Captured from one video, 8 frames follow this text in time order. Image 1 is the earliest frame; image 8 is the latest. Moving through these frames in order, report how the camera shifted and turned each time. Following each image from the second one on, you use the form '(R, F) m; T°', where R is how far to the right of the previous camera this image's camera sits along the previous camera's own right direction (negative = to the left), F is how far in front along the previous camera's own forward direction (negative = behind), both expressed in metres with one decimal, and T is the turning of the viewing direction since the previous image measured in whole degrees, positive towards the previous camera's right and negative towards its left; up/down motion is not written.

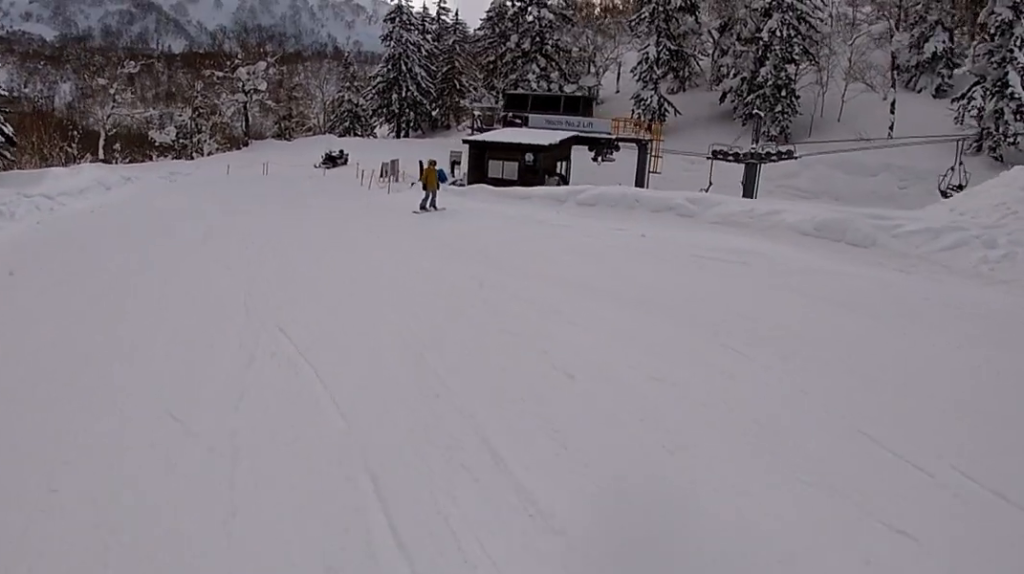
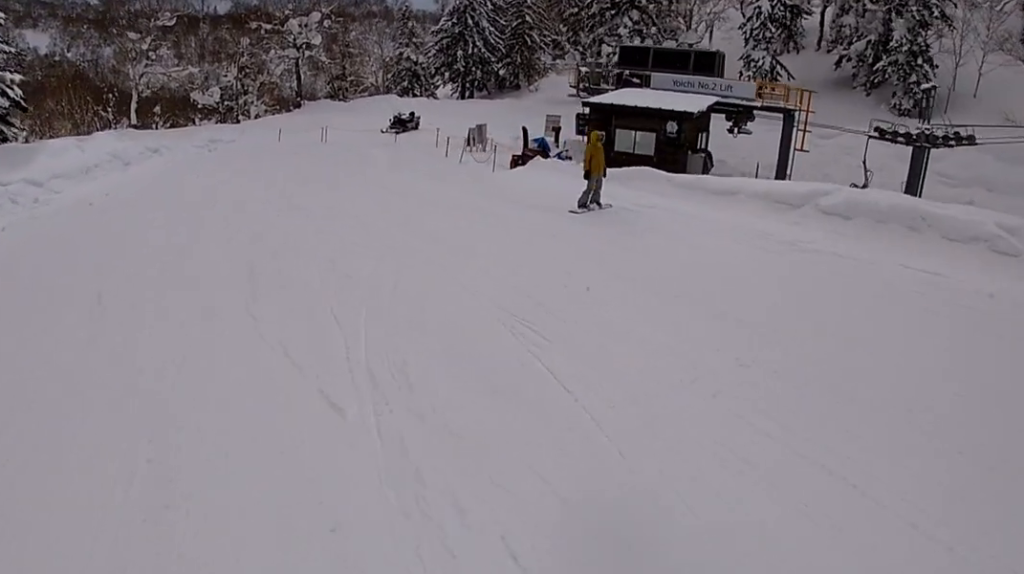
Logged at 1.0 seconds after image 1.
(-1.0, +6.5) m; -11°
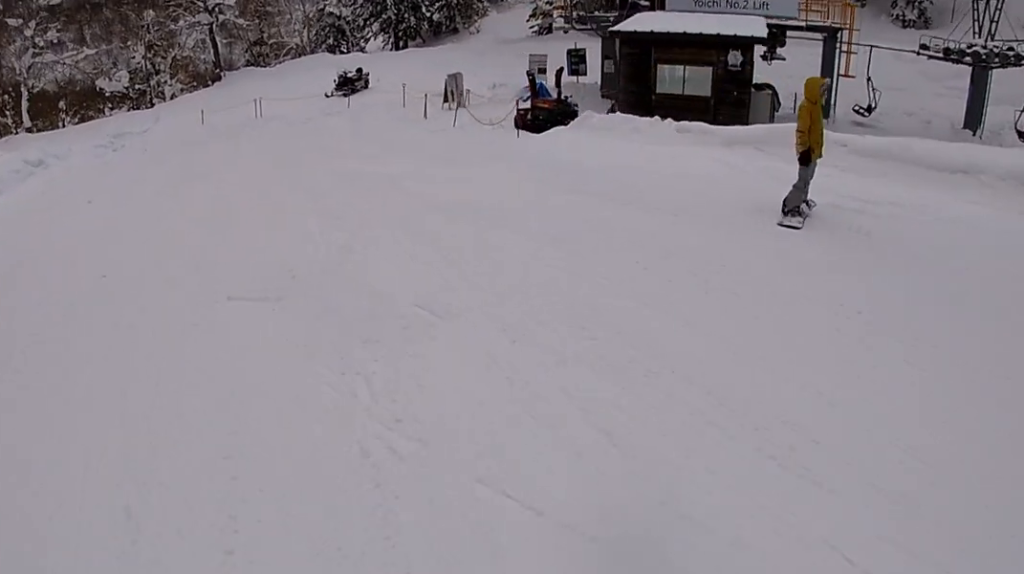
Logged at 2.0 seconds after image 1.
(-0.3, +6.3) m; +5°
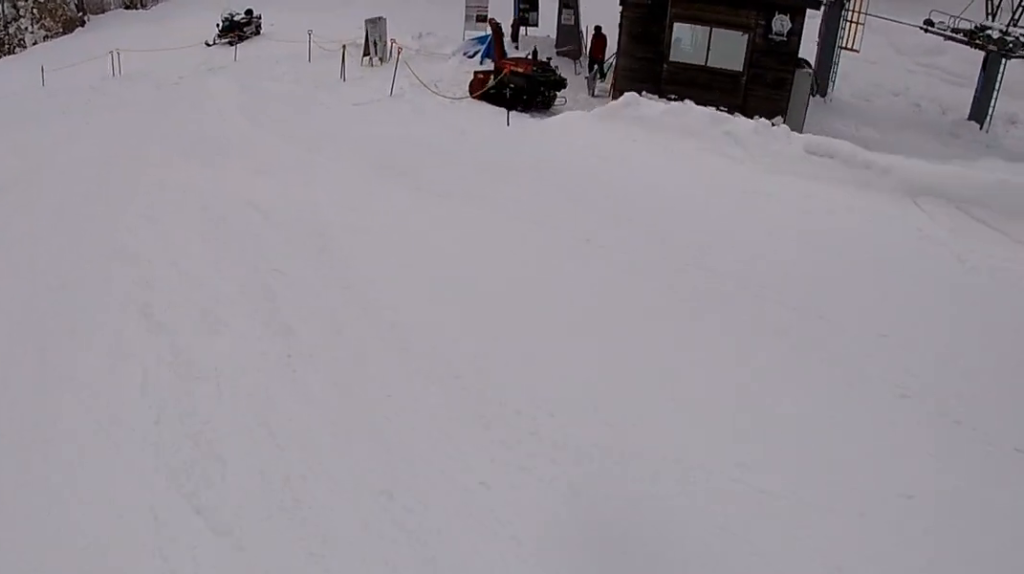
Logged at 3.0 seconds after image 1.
(+0.8, +5.6) m; +9°
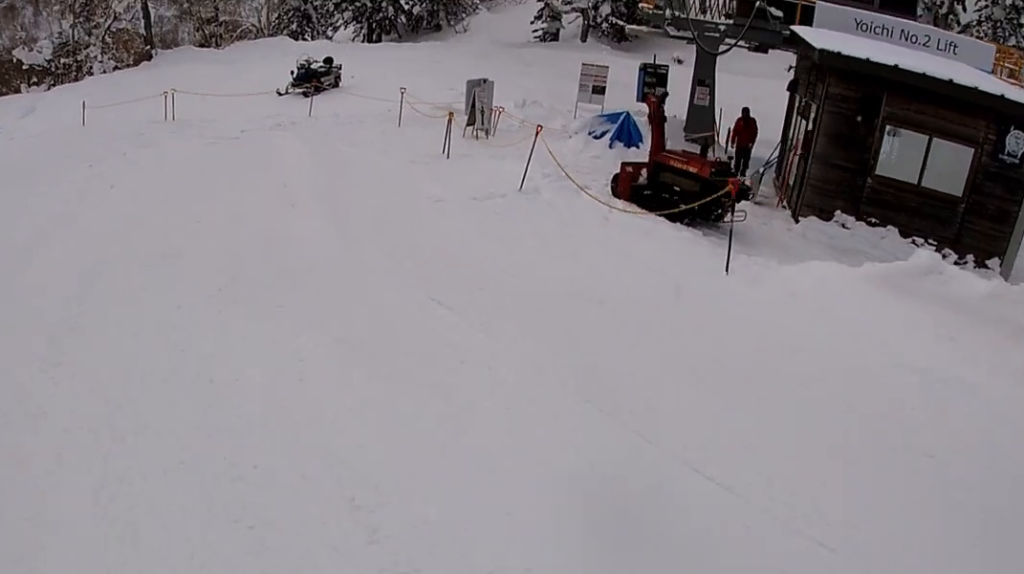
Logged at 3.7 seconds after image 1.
(+0.3, +3.7) m; 0°
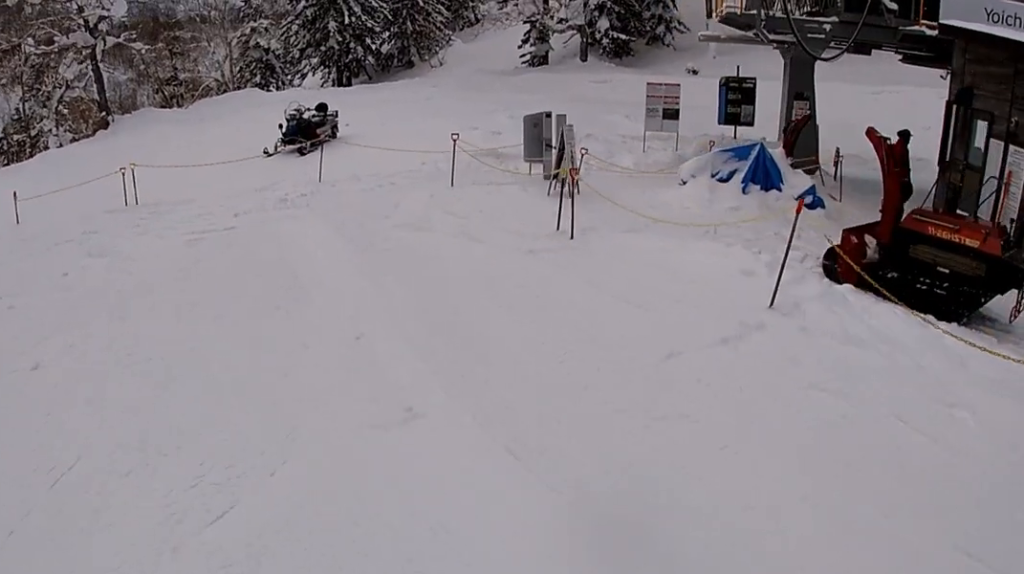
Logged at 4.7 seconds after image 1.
(-0.5, +4.8) m; +1°
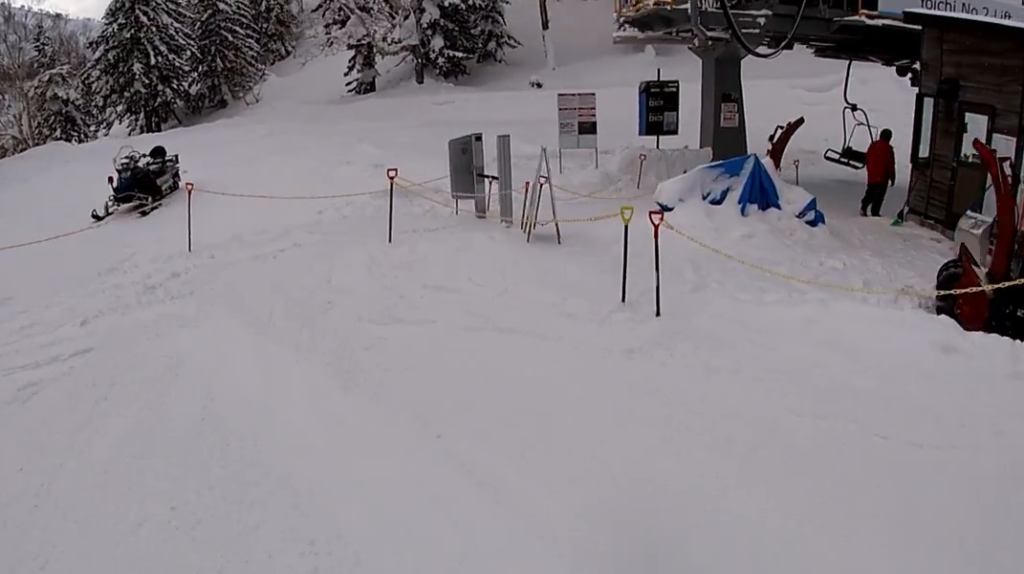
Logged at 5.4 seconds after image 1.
(+0.5, +3.3) m; +7°
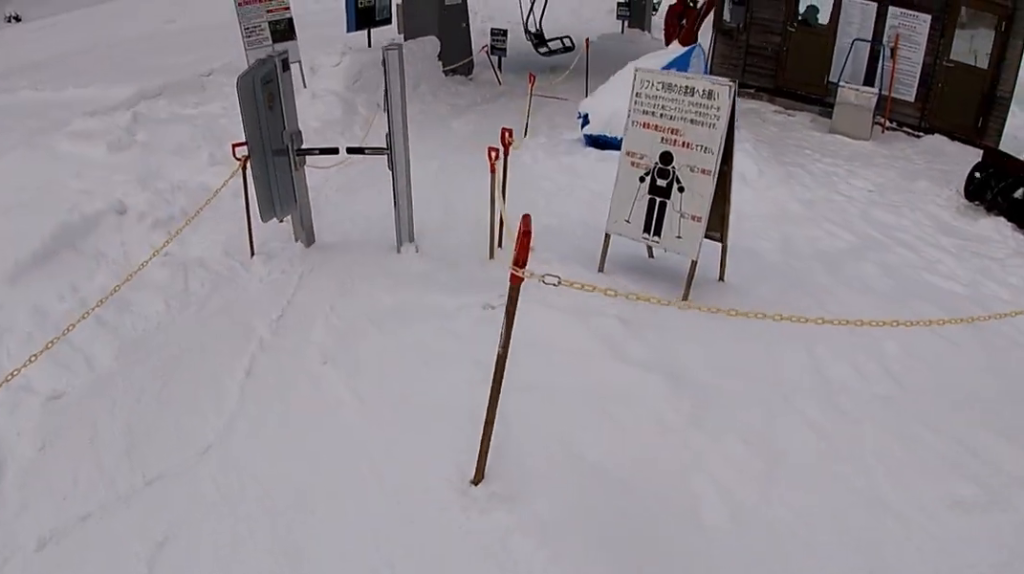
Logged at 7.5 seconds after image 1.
(+0.3, +7.4) m; +17°
